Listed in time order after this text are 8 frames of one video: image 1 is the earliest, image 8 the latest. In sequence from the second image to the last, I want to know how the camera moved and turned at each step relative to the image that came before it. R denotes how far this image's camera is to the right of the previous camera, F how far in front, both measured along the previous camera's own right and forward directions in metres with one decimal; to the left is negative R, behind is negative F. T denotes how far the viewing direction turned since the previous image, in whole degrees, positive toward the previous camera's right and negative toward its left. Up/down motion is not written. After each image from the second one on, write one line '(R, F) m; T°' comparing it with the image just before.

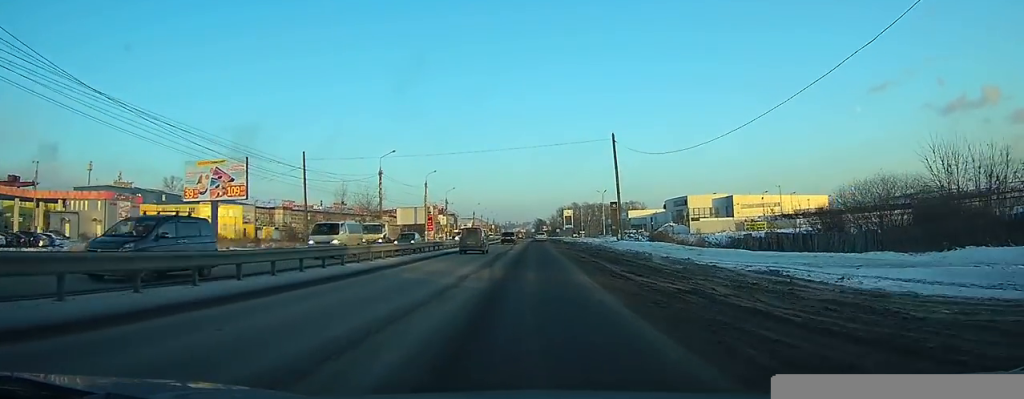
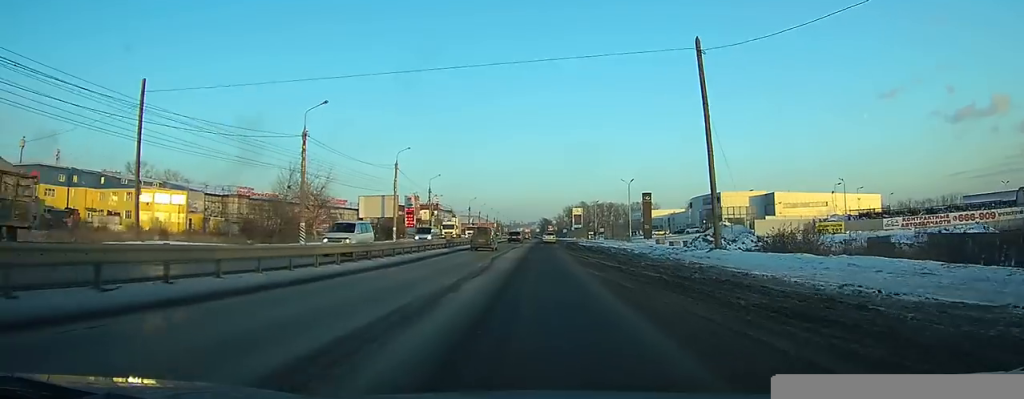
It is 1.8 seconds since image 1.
(+0.1, +26.7) m; 0°
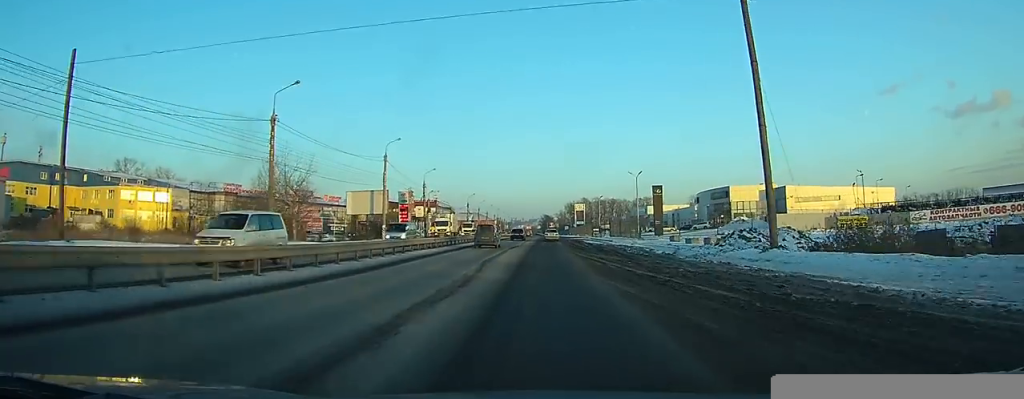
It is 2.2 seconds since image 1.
(0.0, +6.2) m; 0°
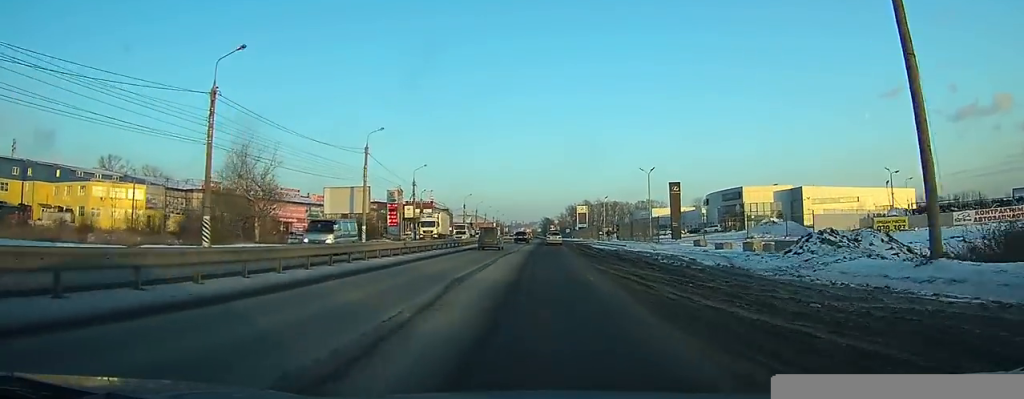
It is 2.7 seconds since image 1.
(0.0, +8.8) m; 0°
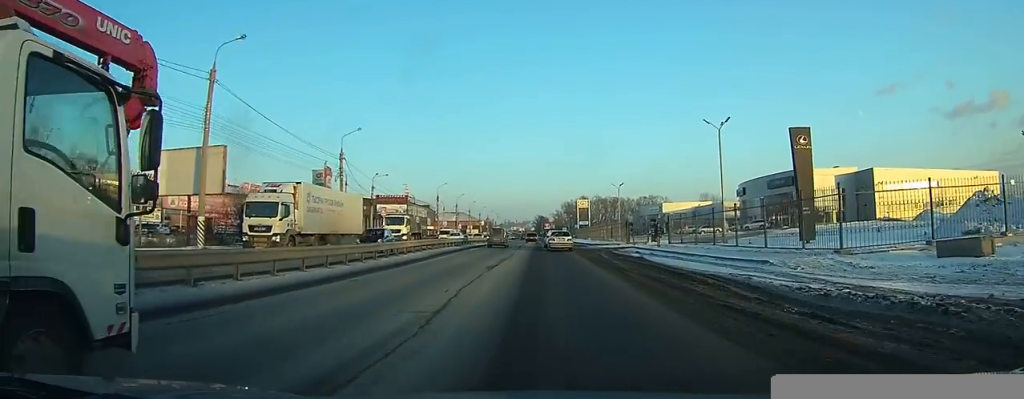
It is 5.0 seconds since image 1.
(+0.1, +33.8) m; 0°
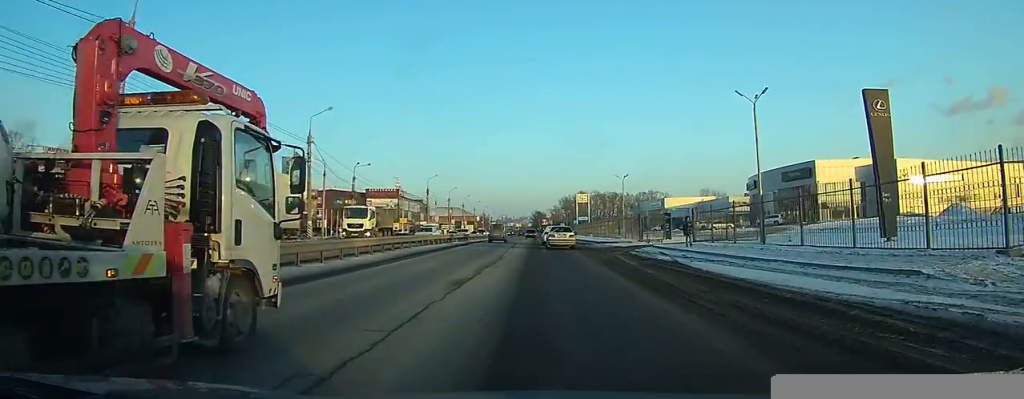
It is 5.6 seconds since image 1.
(0.0, +9.0) m; 0°
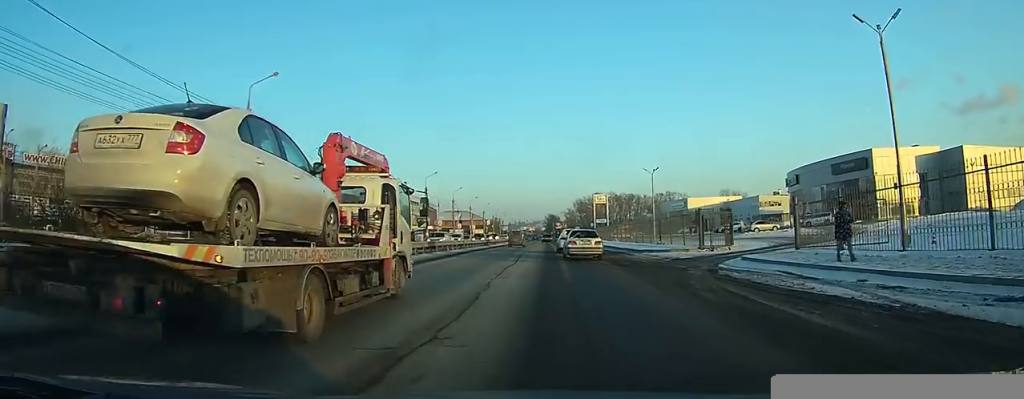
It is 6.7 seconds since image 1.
(+0.2, +15.4) m; 0°
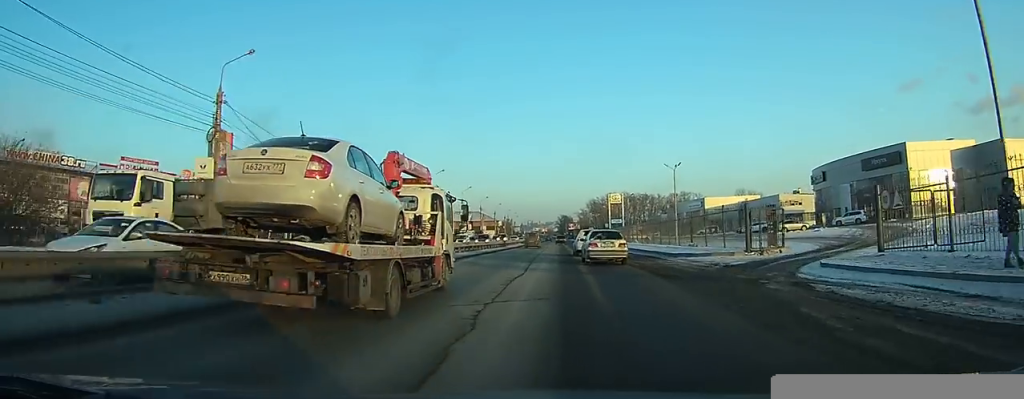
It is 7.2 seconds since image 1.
(+0.1, +5.7) m; -1°
